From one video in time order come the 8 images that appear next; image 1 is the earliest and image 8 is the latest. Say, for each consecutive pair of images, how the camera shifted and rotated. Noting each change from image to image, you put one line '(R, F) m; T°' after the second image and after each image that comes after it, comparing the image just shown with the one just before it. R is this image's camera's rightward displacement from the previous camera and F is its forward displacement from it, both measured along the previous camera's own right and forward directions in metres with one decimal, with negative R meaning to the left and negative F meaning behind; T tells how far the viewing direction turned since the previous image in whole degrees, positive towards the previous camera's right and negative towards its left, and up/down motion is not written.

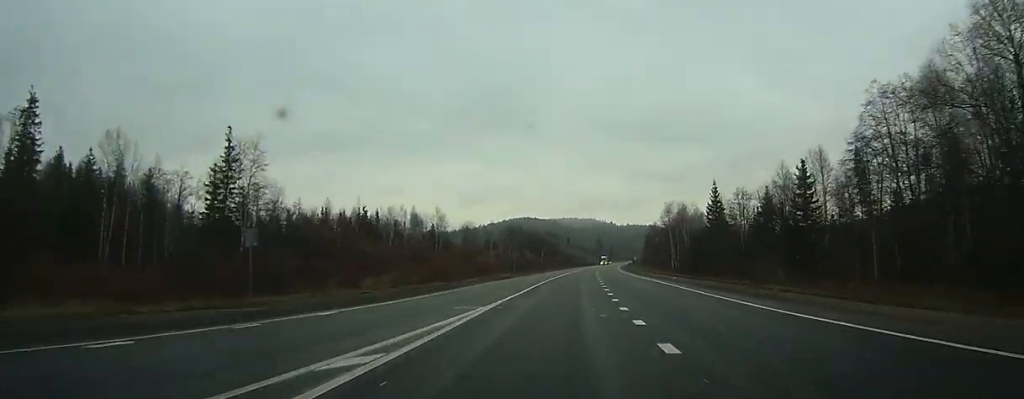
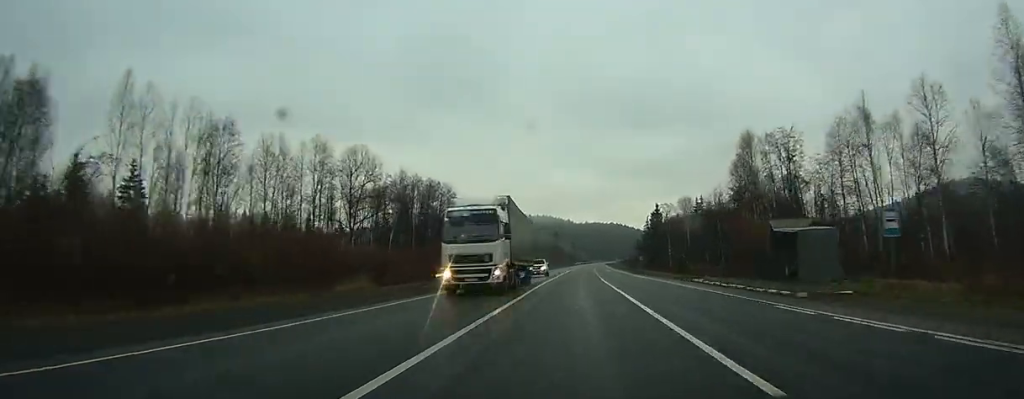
(+2.7, +145.1) m; +3°
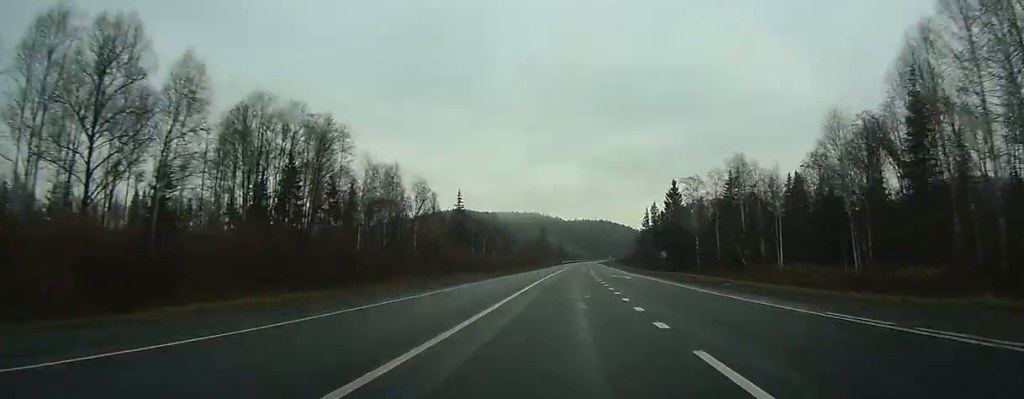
(+0.3, +41.7) m; +1°
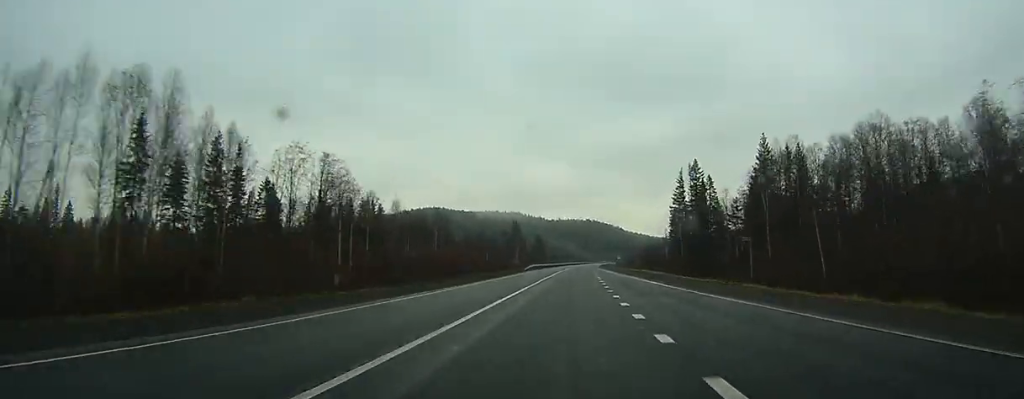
(+1.9, +108.0) m; +2°
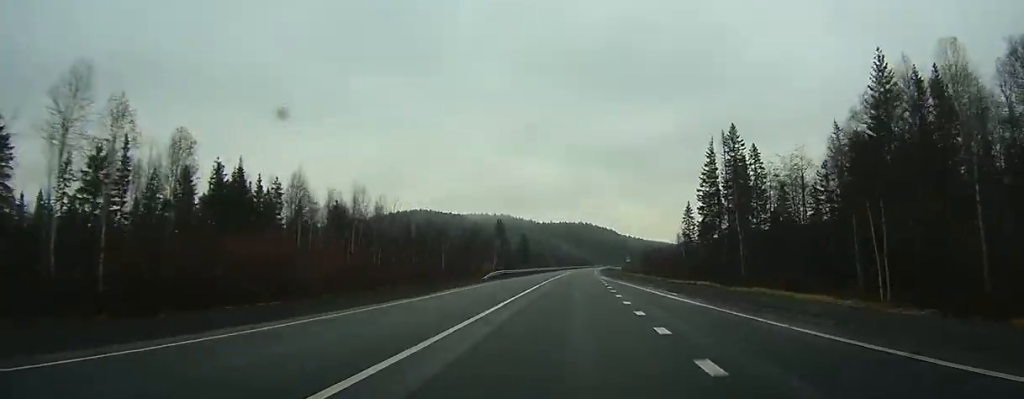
(+0.3, +38.8) m; +1°
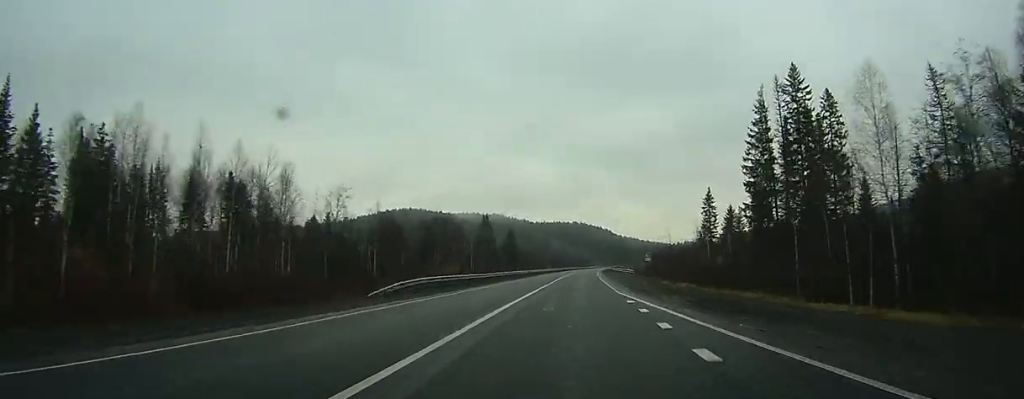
(+0.1, +31.1) m; +1°
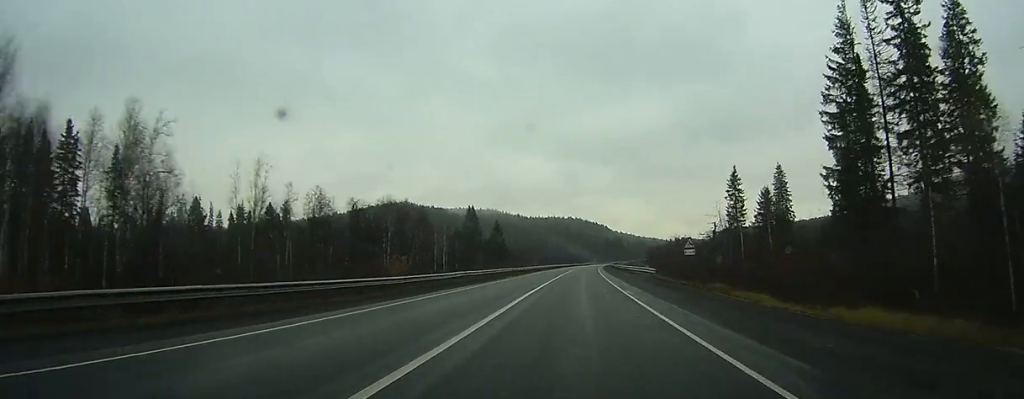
(0.0, +25.2) m; 0°
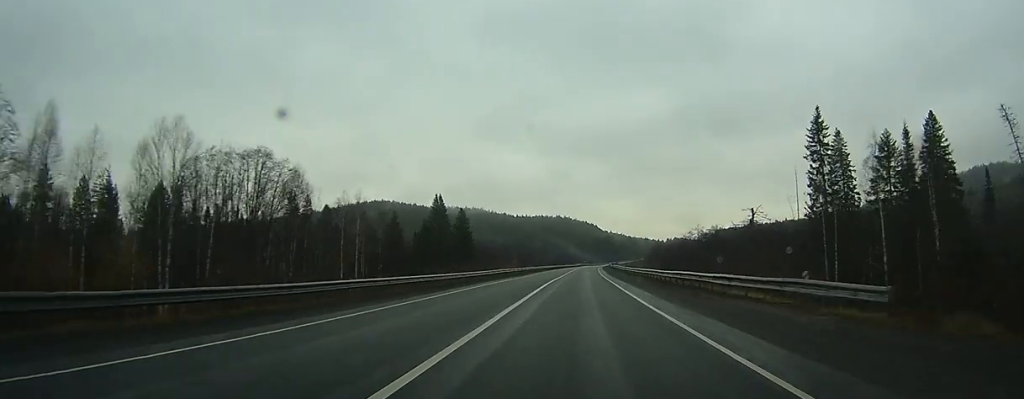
(+0.3, +42.6) m; +1°
